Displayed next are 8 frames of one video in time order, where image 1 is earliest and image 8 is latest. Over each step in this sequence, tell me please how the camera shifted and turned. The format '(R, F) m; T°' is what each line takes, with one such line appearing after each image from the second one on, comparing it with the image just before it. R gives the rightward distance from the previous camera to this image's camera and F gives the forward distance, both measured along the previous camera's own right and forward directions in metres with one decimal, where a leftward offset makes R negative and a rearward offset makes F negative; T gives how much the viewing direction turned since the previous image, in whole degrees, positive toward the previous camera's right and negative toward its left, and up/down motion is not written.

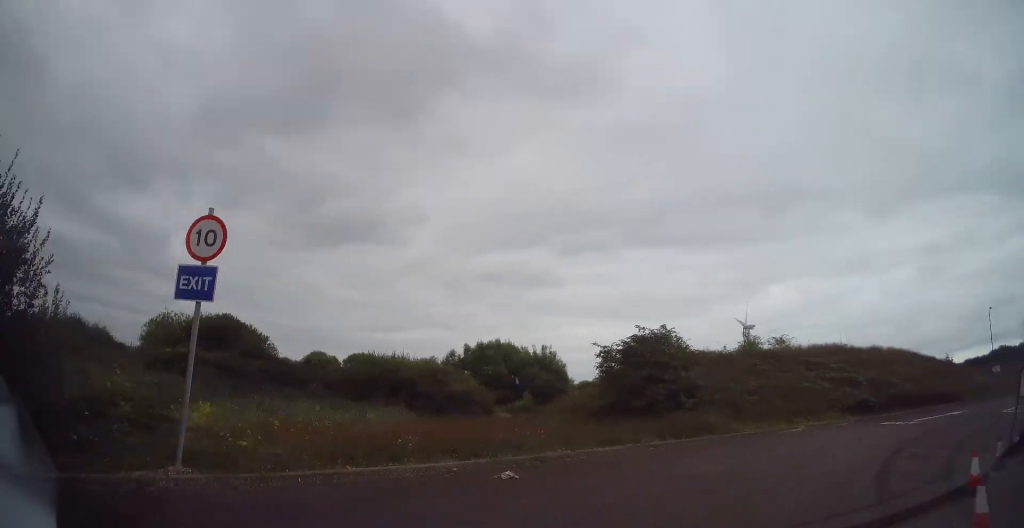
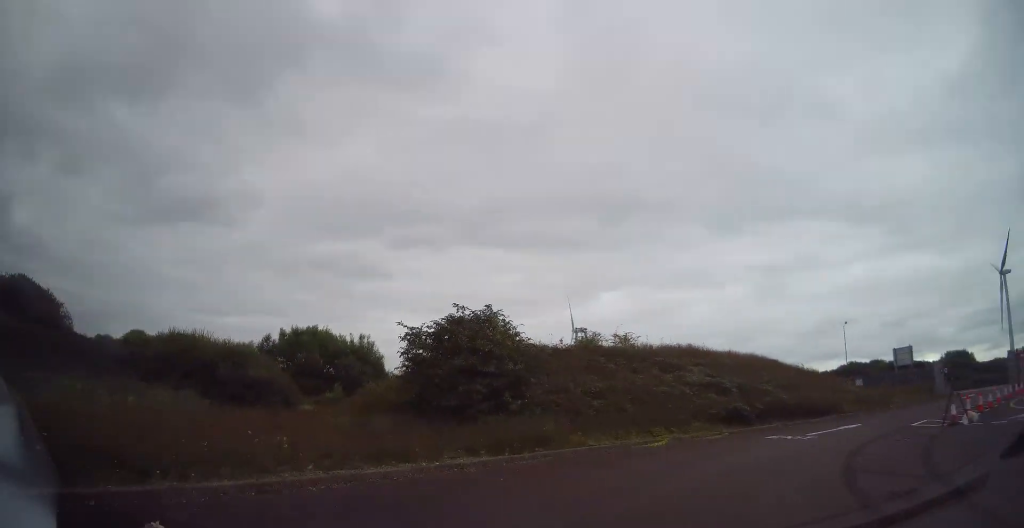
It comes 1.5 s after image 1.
(+0.3, +4.6) m; +16°
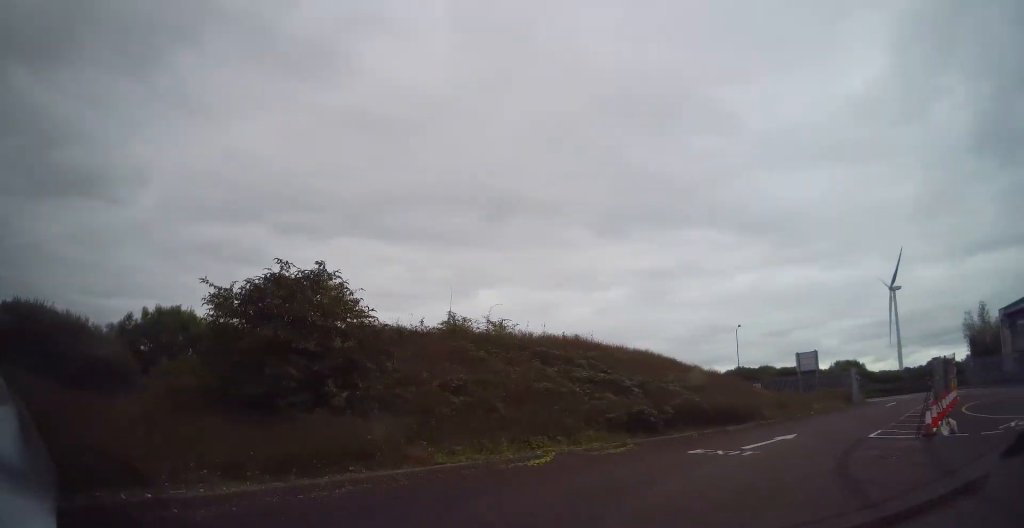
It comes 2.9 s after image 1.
(+0.8, +4.2) m; +13°
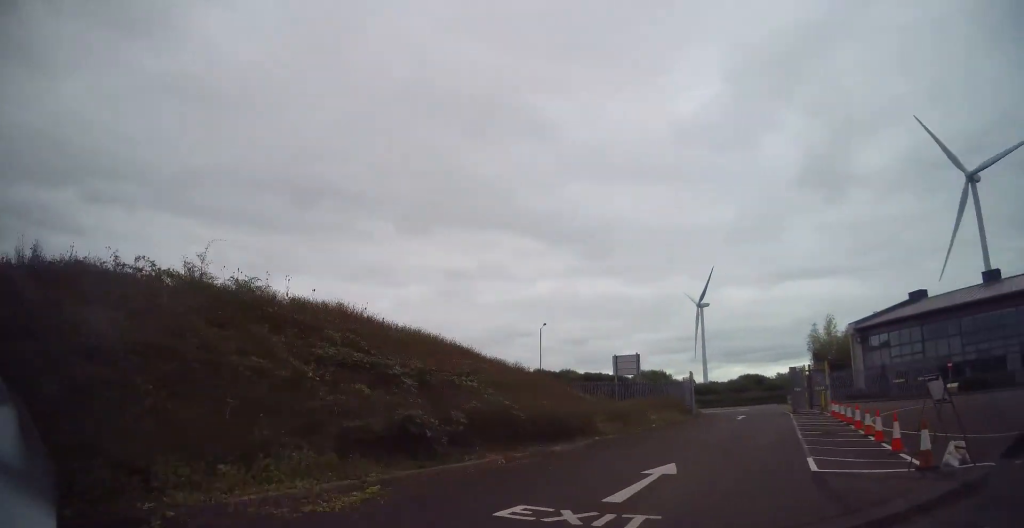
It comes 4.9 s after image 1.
(+0.8, +6.3) m; +18°
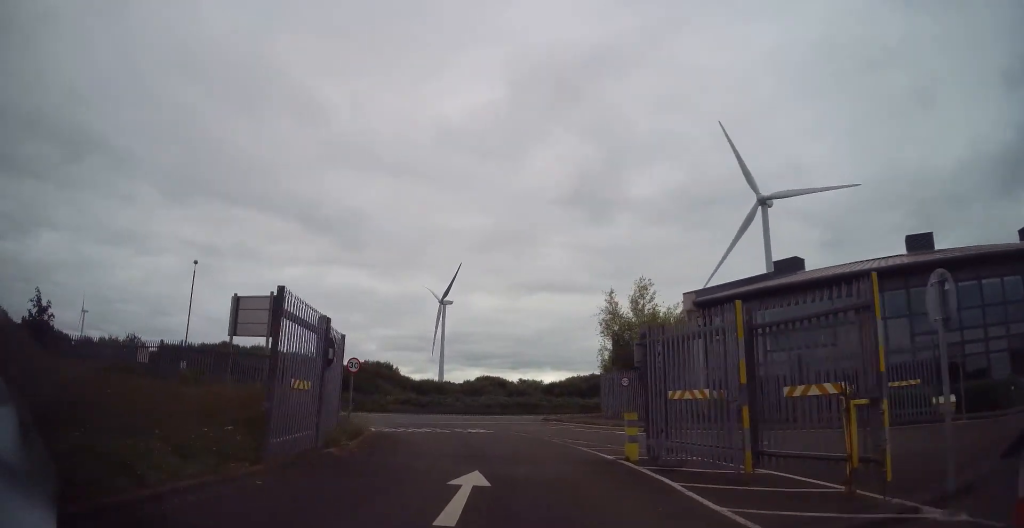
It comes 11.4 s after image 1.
(+4.4, +20.0) m; +11°
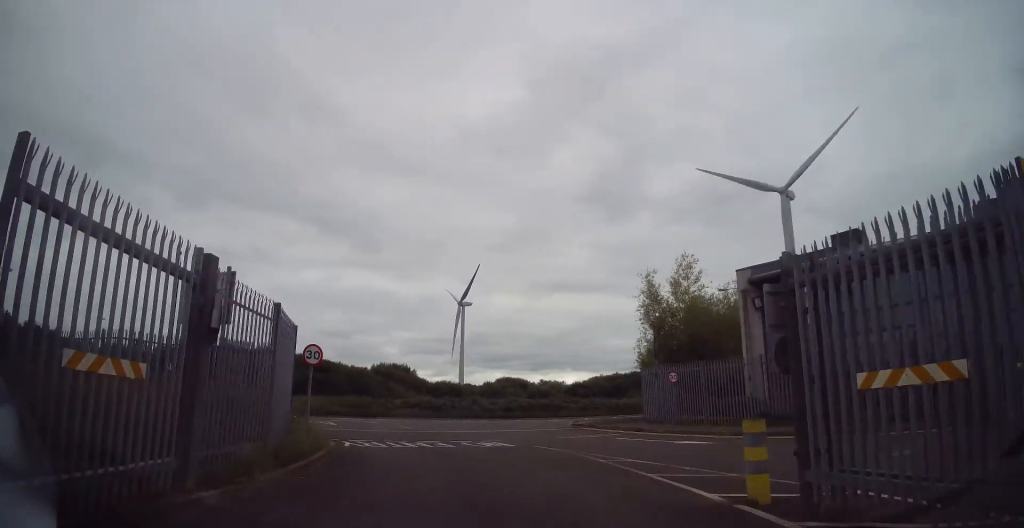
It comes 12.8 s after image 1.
(0.0, +4.1) m; -6°
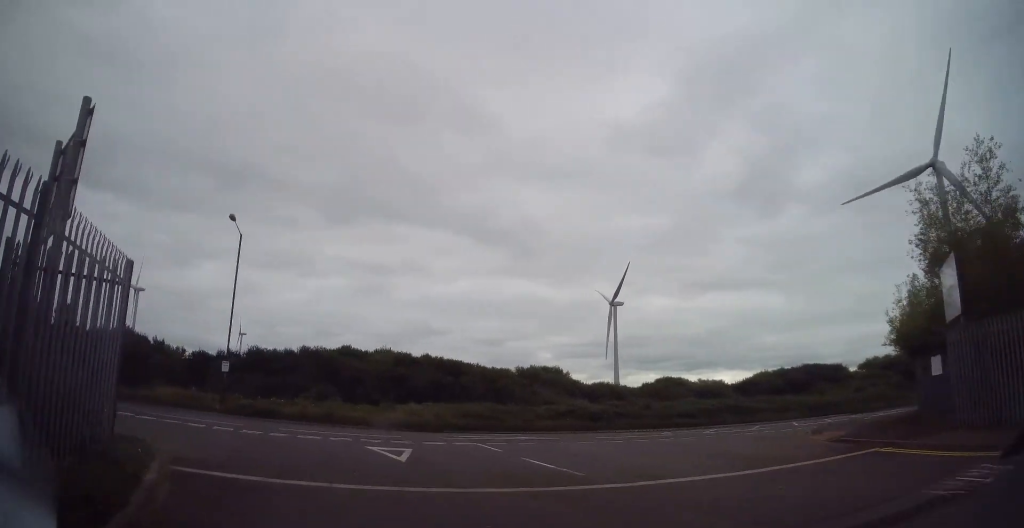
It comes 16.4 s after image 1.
(-1.5, +8.9) m; -21°
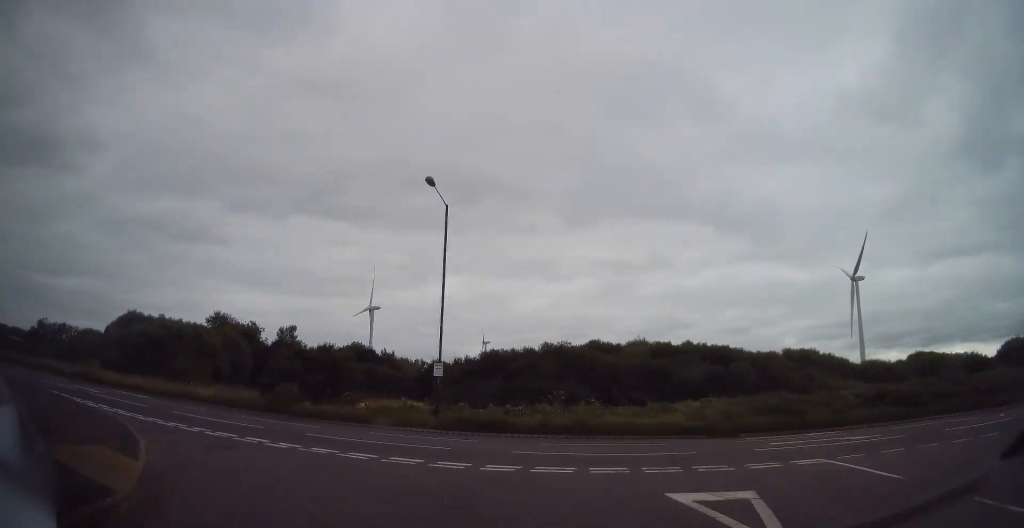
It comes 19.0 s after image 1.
(-0.8, +5.2) m; -14°
